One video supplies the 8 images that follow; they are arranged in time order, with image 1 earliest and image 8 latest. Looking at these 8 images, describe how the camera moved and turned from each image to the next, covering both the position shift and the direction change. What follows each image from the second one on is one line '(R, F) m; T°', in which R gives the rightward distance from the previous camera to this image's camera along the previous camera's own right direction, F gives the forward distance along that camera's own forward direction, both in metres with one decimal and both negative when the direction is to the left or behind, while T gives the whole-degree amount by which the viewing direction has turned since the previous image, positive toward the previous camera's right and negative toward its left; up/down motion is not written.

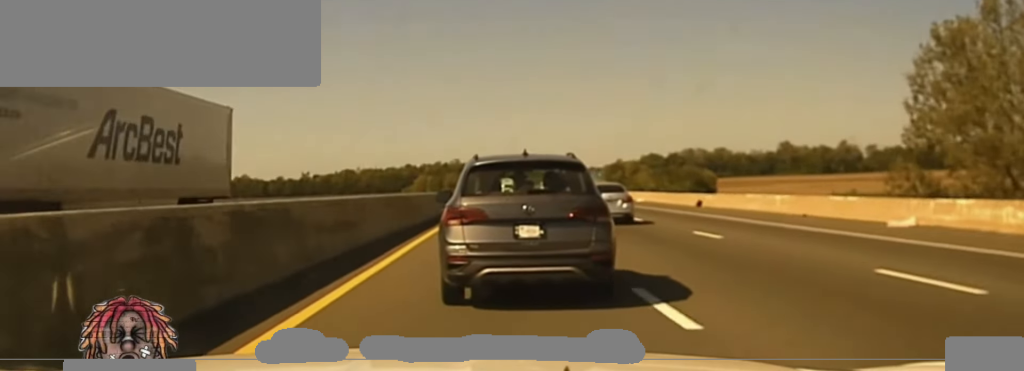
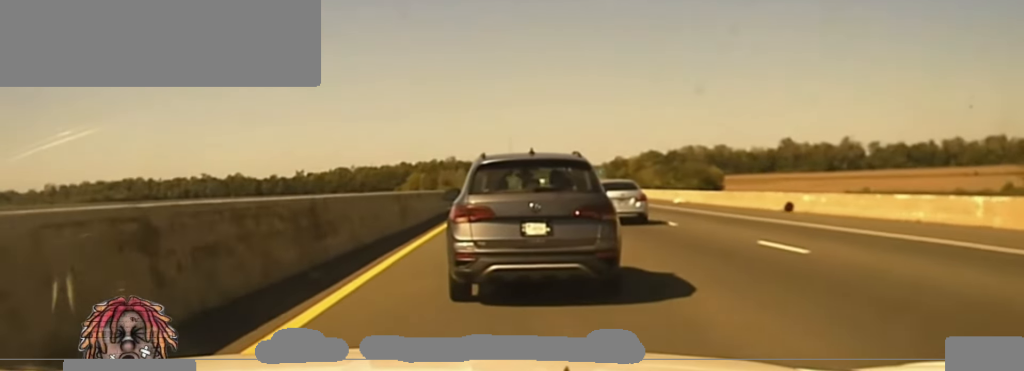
(+0.3, +17.9) m; 0°
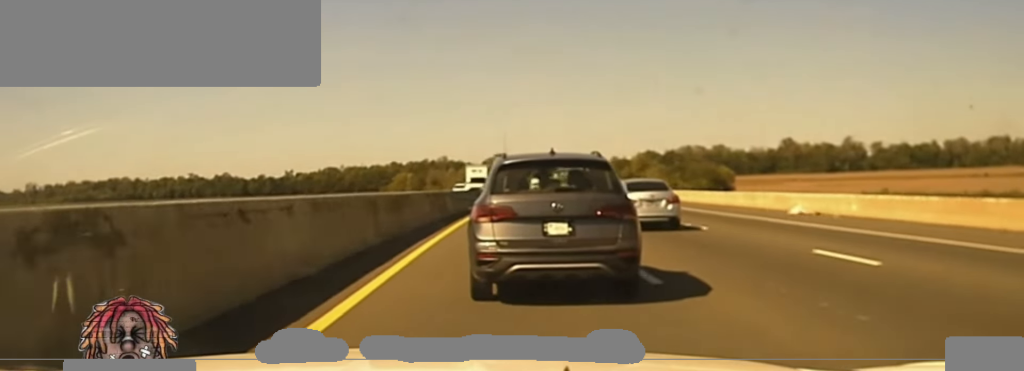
(0.0, +24.5) m; 0°
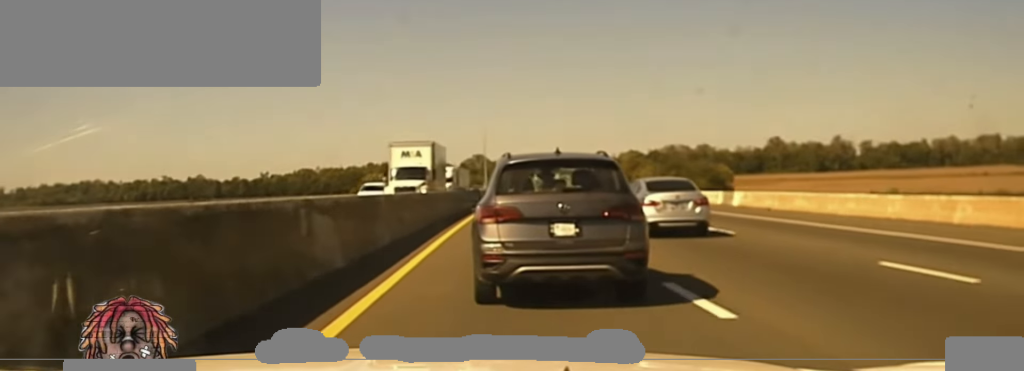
(0.0, +24.8) m; +1°
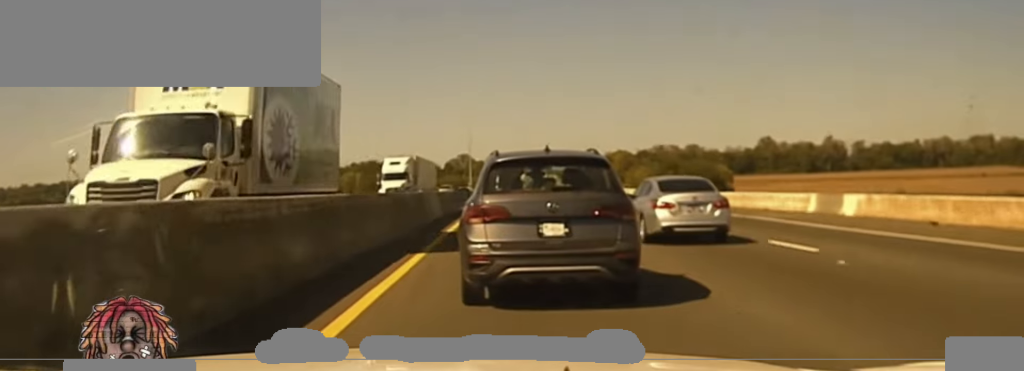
(+0.2, +17.0) m; +1°
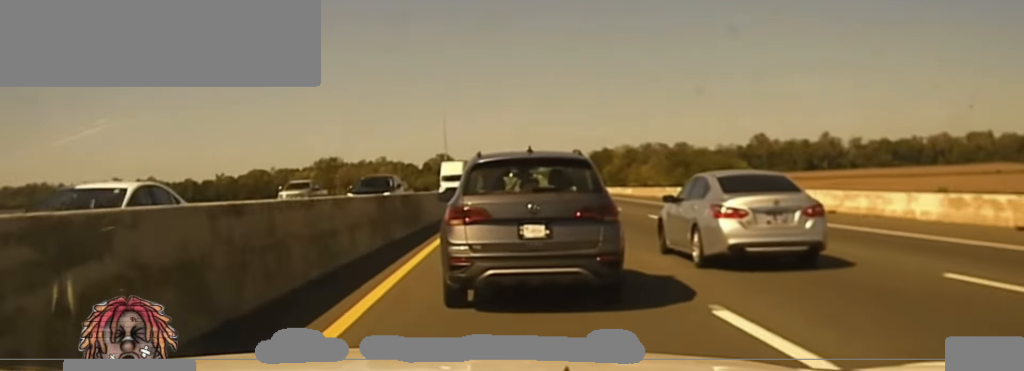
(+0.7, +48.5) m; +2°
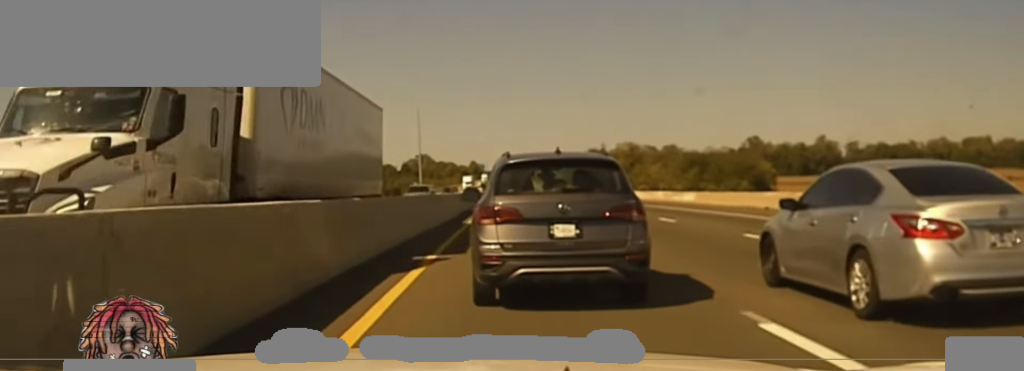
(+0.8, +40.3) m; +1°
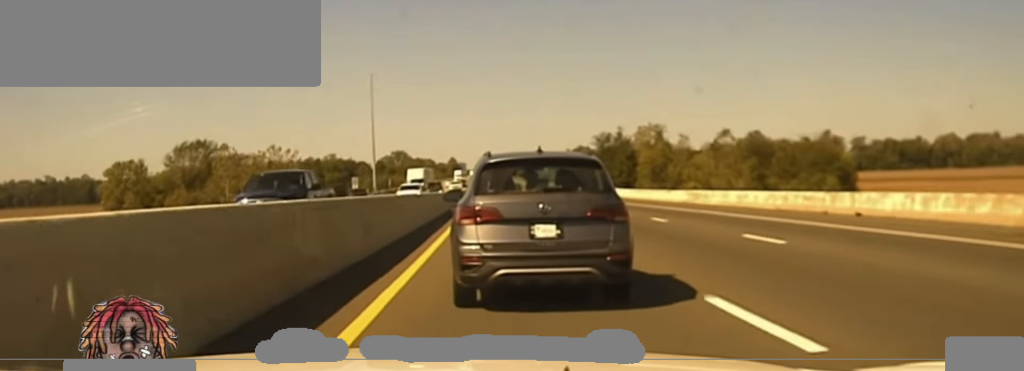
(+0.4, +63.3) m; +1°
